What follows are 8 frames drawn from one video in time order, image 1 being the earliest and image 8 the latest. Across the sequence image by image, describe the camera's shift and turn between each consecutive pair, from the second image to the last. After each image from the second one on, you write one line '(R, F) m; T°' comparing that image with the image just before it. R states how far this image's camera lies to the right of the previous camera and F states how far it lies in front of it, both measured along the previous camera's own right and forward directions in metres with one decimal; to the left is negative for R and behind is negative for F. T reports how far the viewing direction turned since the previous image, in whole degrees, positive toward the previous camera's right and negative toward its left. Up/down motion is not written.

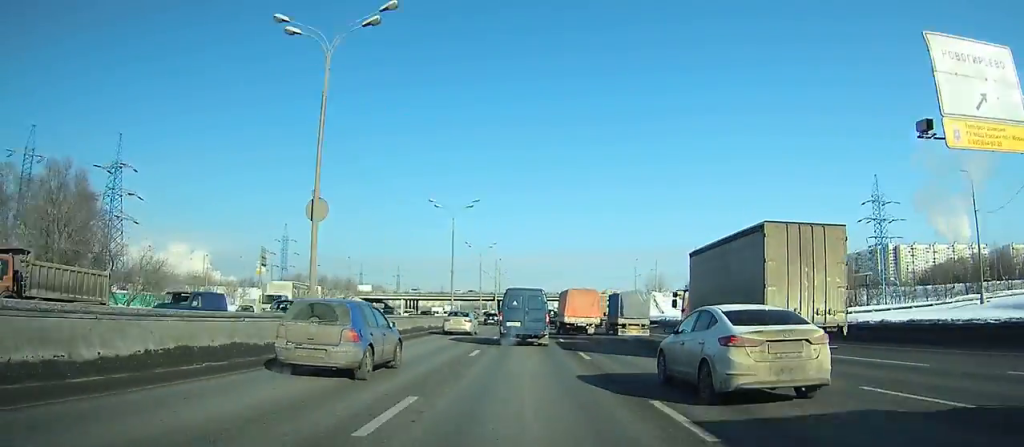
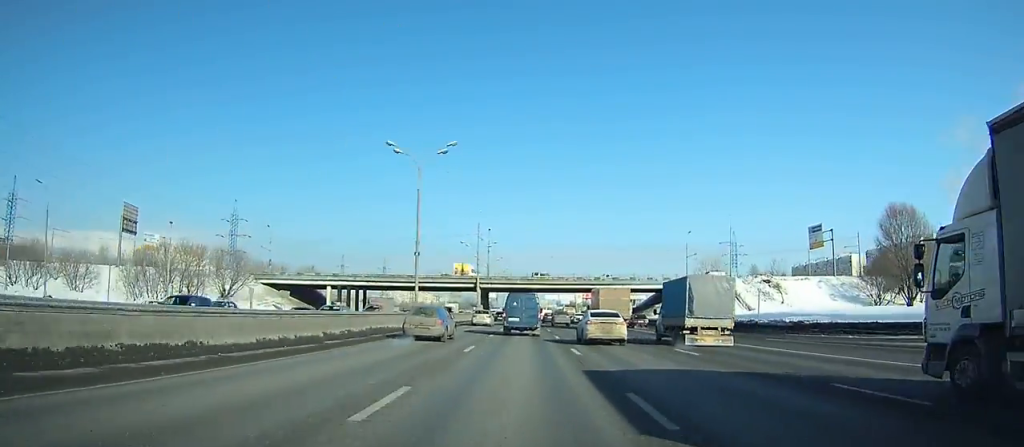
(-0.3, +58.6) m; -1°
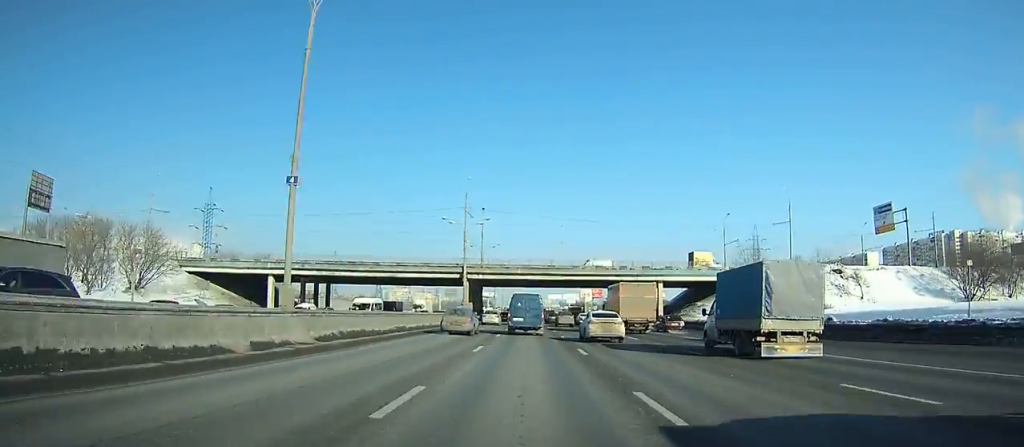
(-0.1, +22.6) m; 0°
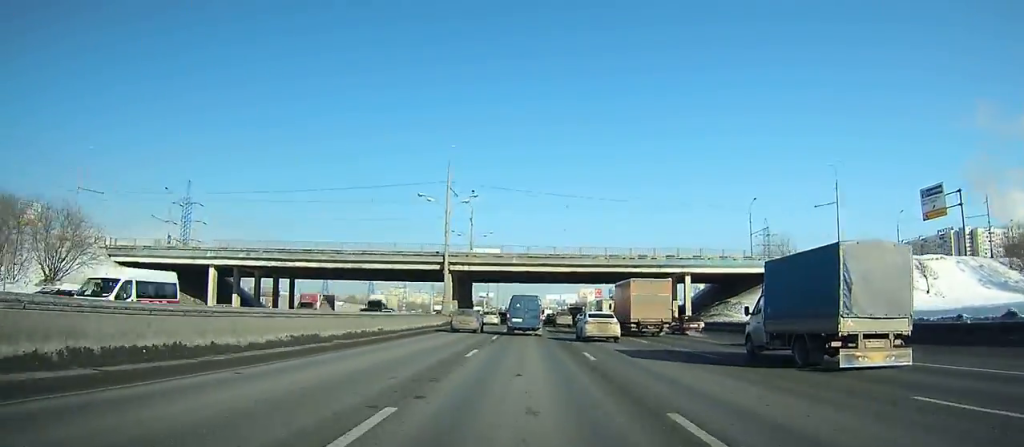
(0.0, +13.8) m; 0°
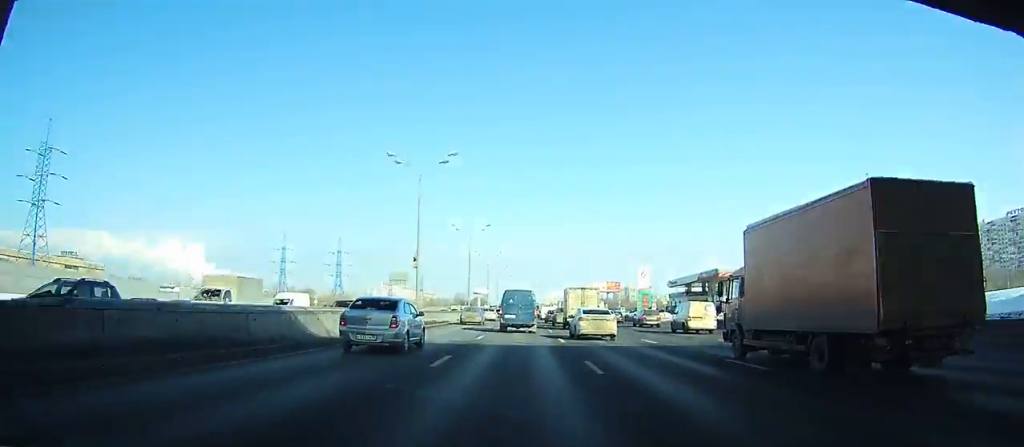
(+1.0, +72.2) m; +1°
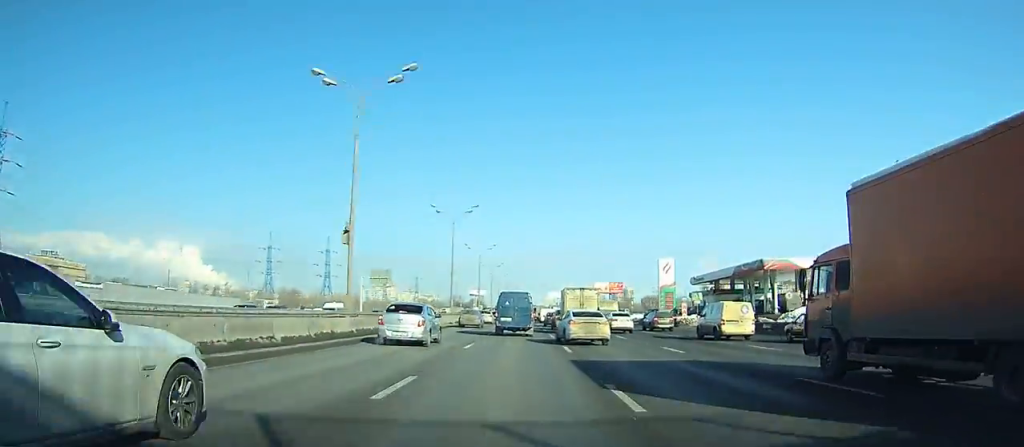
(+0.2, +15.8) m; 0°
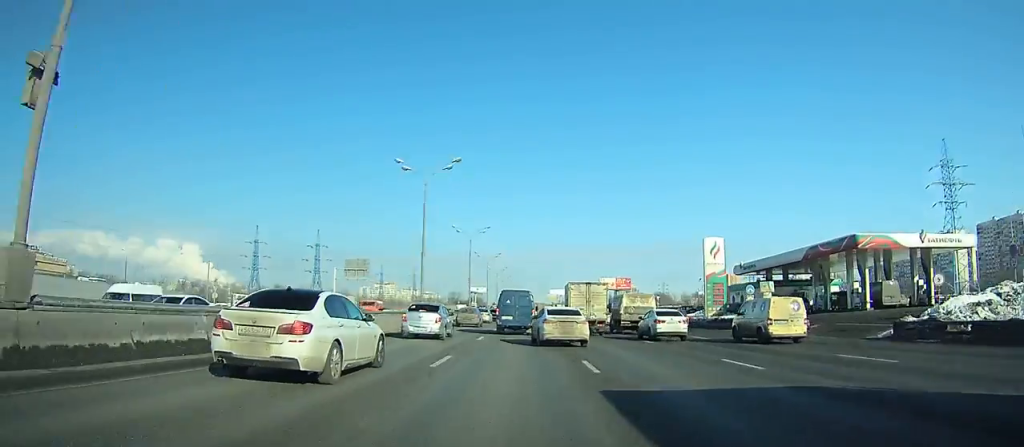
(-0.2, +18.0) m; -1°
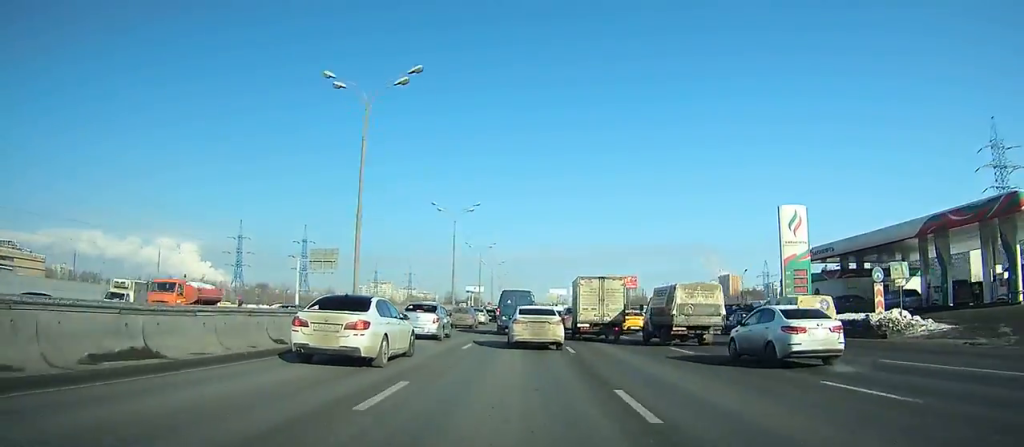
(-0.1, +16.9) m; -1°
